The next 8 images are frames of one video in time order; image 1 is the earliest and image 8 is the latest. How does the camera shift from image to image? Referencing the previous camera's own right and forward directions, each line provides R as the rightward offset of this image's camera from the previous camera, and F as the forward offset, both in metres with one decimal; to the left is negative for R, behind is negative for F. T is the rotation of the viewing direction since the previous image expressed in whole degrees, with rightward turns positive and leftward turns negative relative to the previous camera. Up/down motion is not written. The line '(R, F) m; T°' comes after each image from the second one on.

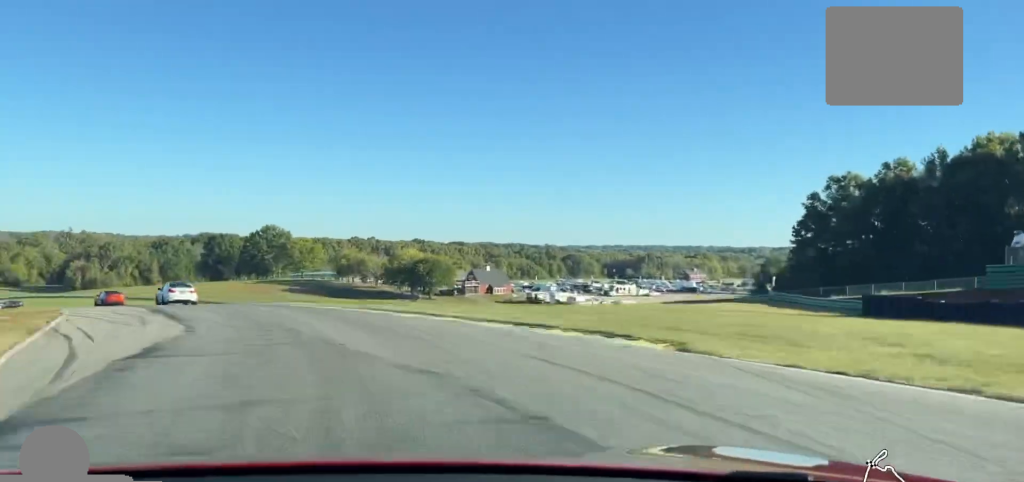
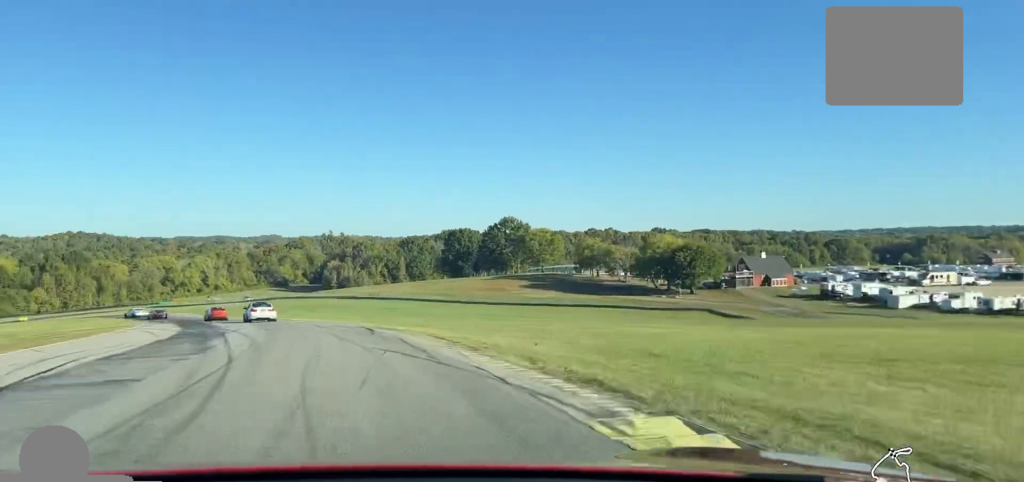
(-8.0, +37.8) m; -23°
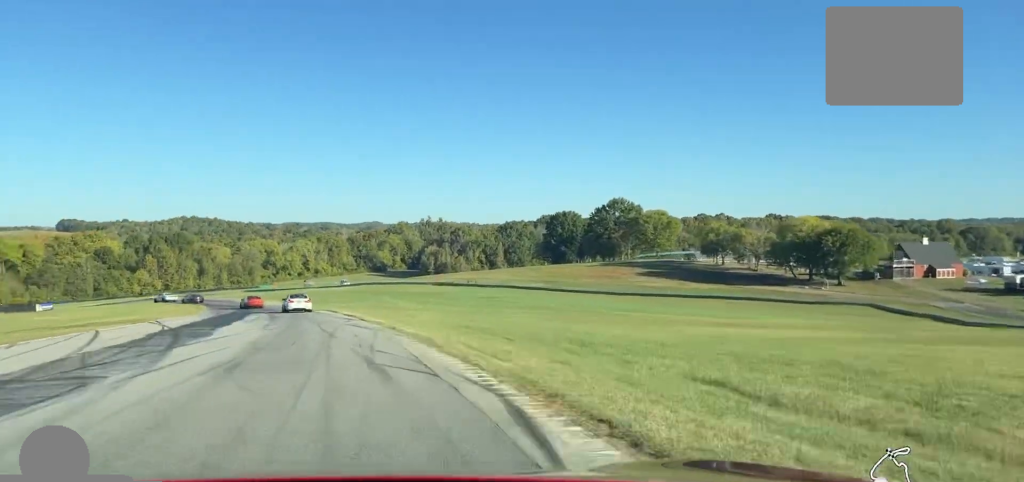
(+0.2, +21.4) m; -12°
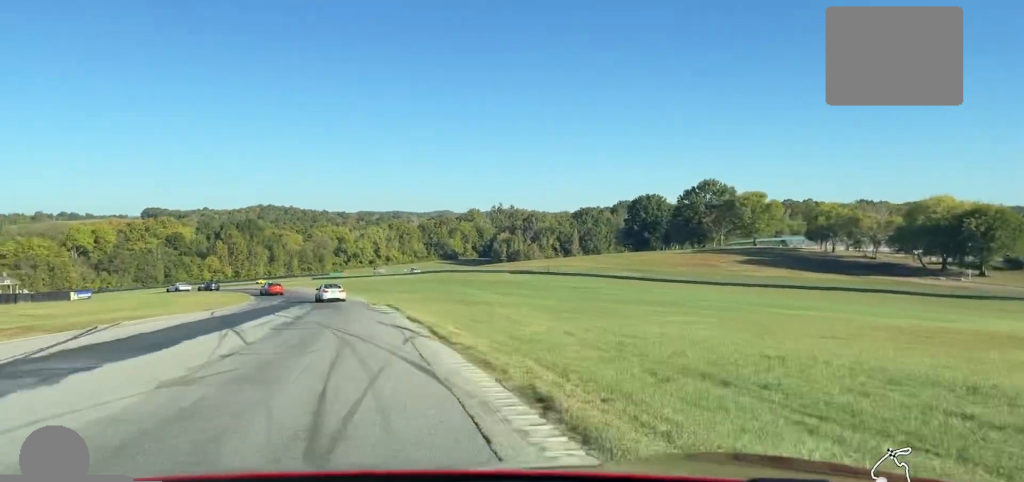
(-5.1, +19.1) m; -11°
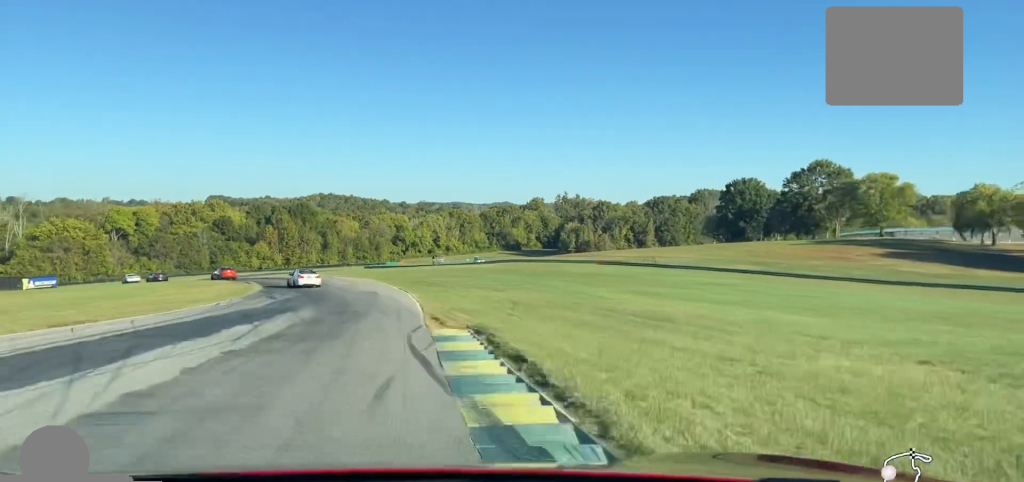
(-4.7, +32.1) m; -7°
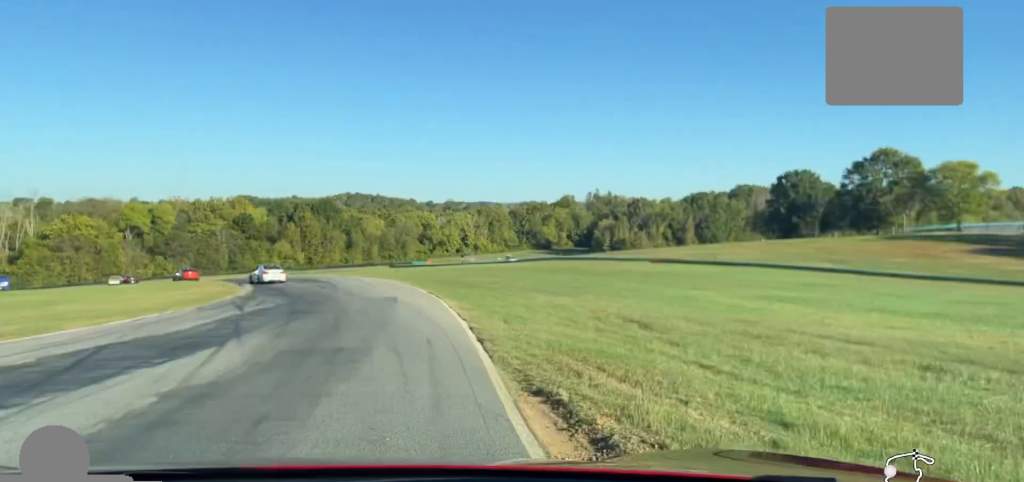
(-1.3, +16.8) m; 0°
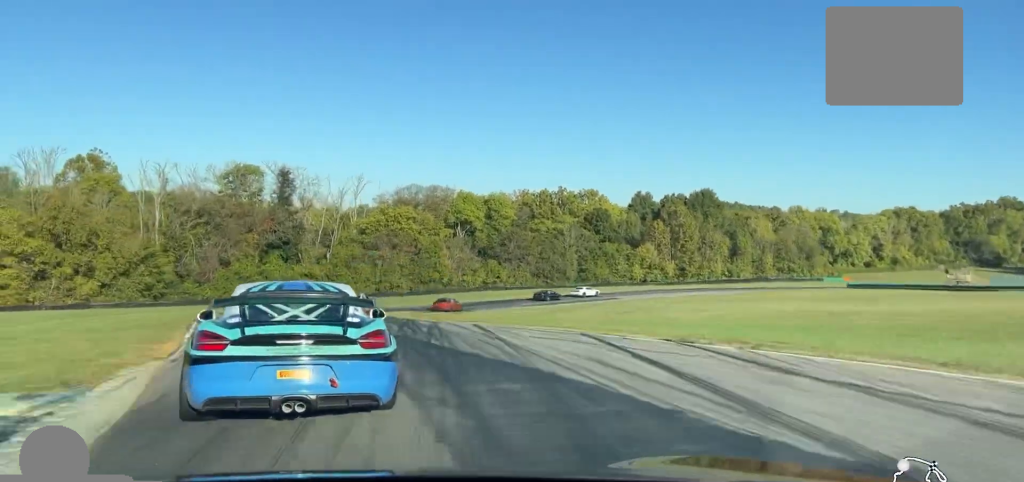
(-5.4, +81.1) m; -19°
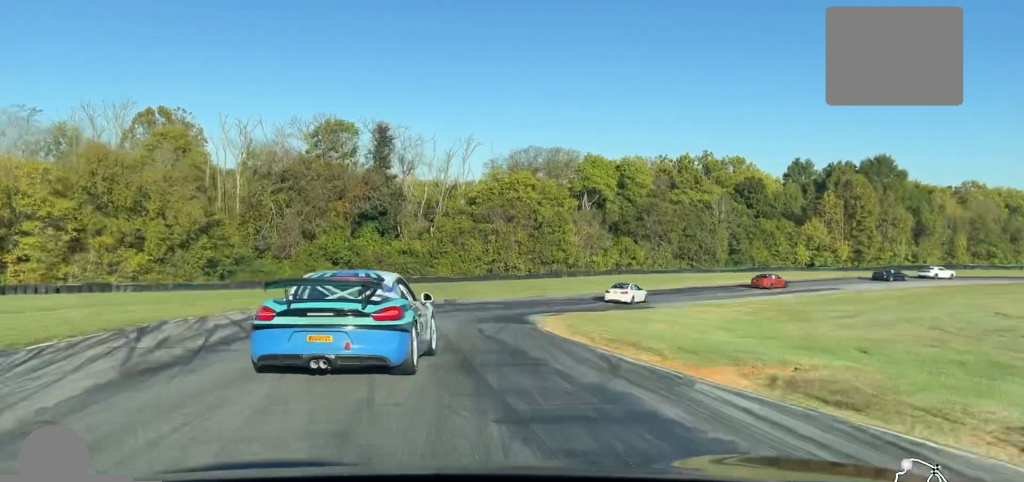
(-3.9, +29.4) m; -2°
